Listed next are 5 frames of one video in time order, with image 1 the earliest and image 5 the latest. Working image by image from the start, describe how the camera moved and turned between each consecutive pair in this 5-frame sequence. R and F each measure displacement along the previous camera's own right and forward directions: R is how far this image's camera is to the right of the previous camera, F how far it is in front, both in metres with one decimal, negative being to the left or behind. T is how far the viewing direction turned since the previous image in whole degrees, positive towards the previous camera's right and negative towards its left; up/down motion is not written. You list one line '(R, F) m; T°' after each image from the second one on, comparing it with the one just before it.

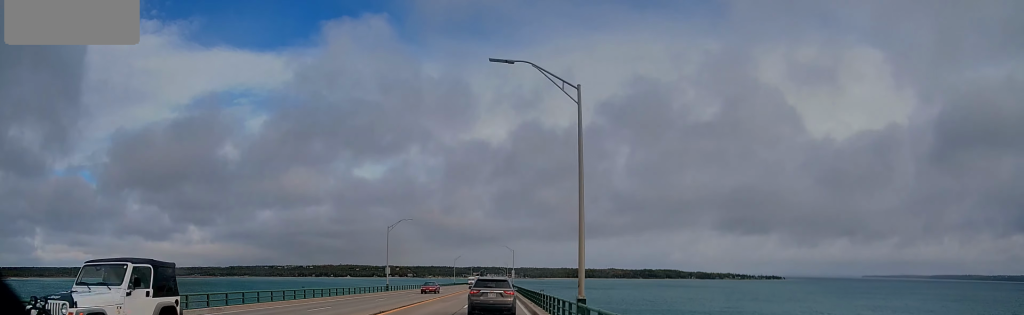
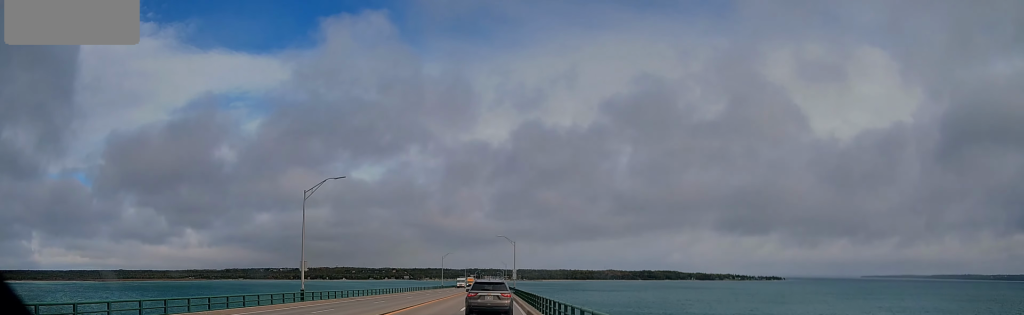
(-0.5, +33.4) m; -1°
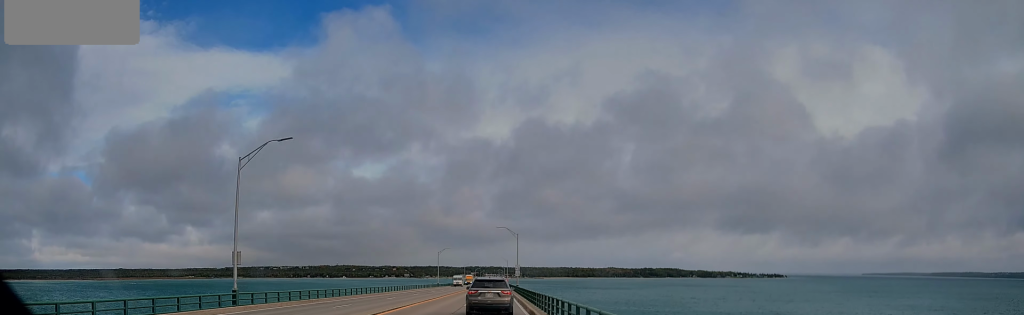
(0.0, +11.3) m; 0°
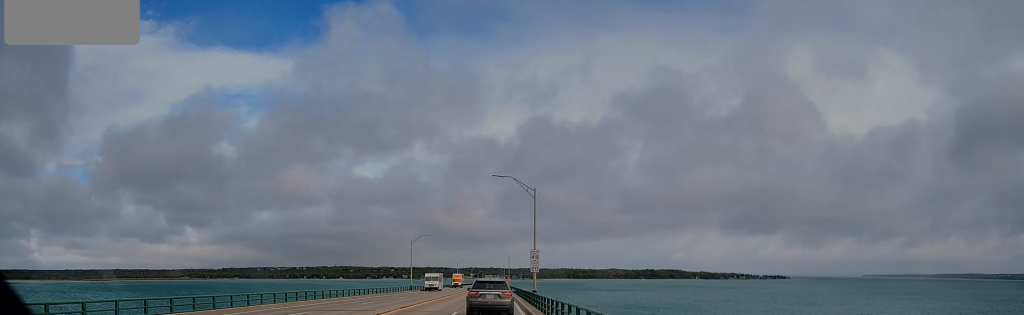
(+0.1, +40.0) m; 0°
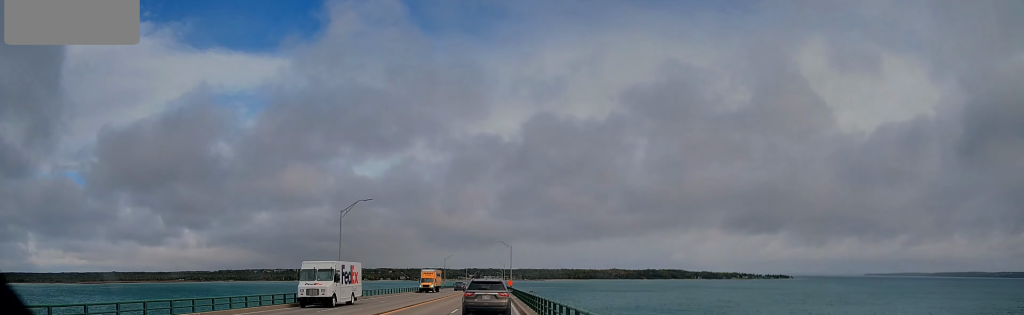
(+0.1, +37.2) m; 0°
